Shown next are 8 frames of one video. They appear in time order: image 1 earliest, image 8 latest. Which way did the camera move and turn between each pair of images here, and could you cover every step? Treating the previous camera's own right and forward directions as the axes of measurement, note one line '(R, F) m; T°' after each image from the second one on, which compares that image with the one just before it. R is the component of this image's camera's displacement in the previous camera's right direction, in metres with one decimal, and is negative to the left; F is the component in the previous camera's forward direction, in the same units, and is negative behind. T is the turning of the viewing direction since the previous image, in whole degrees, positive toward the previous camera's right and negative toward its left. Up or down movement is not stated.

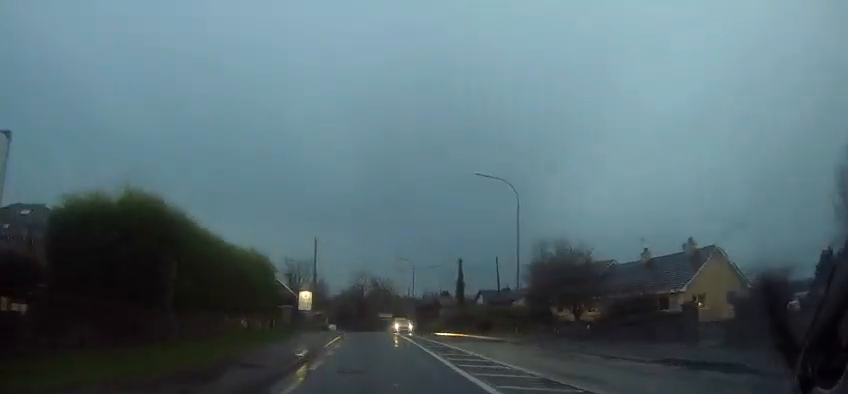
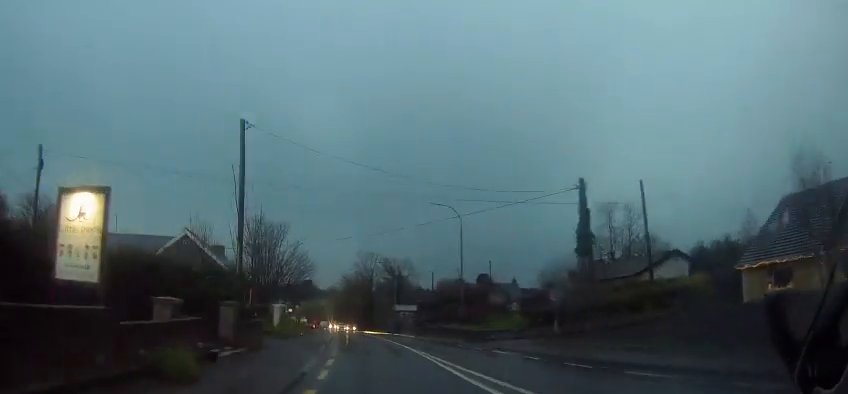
(0.0, +33.0) m; 0°
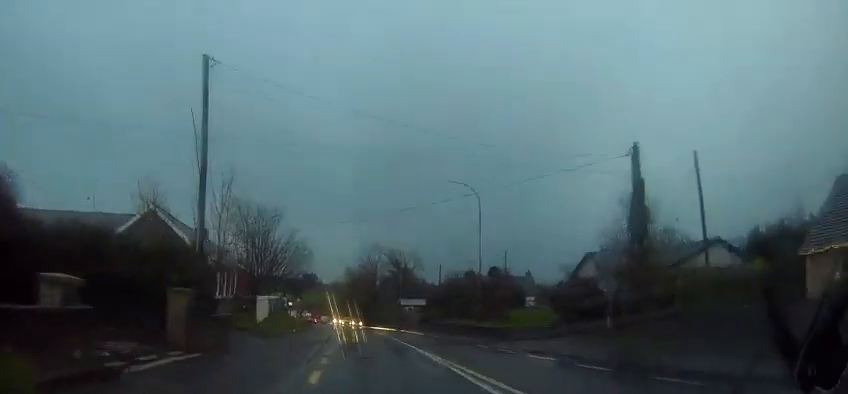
(0.0, +5.4) m; 0°
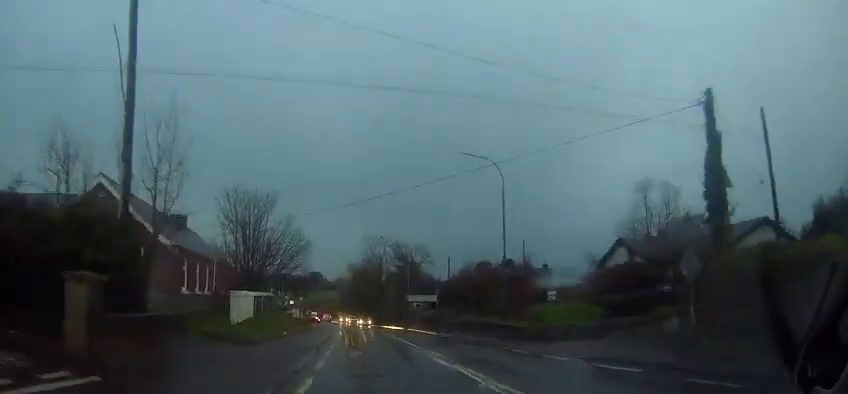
(0.0, +5.4) m; 0°
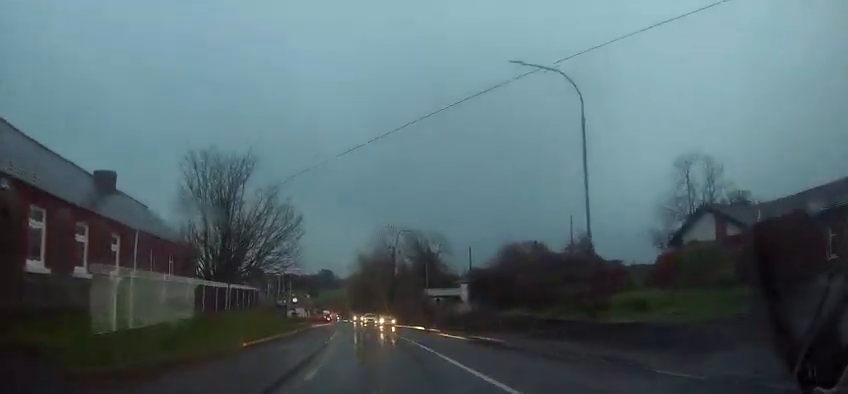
(0.0, +10.7) m; 0°
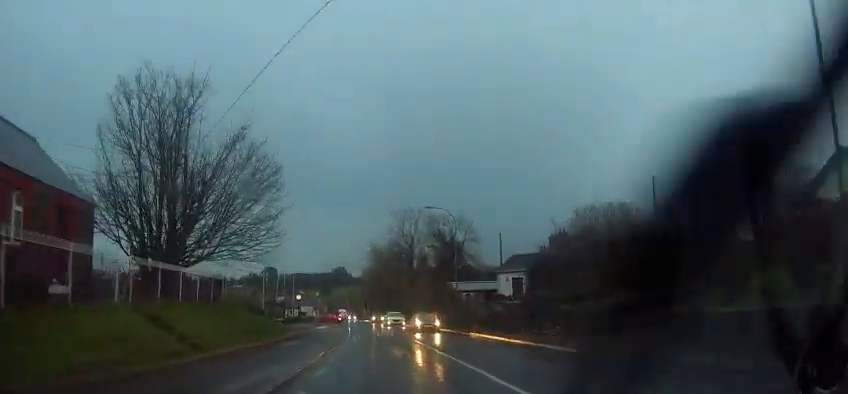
(0.0, +11.6) m; -1°
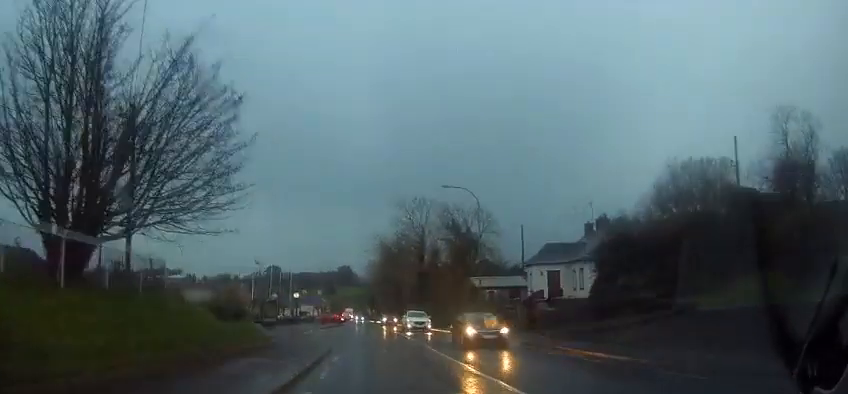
(0.0, +7.8) m; -2°
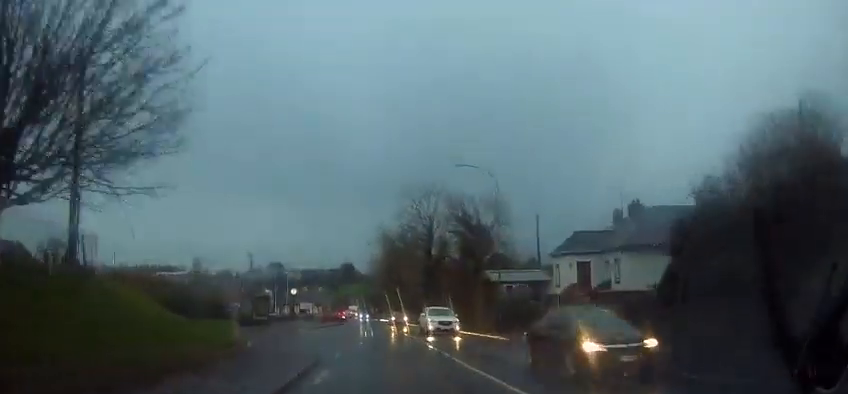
(-0.1, +4.9) m; -1°
